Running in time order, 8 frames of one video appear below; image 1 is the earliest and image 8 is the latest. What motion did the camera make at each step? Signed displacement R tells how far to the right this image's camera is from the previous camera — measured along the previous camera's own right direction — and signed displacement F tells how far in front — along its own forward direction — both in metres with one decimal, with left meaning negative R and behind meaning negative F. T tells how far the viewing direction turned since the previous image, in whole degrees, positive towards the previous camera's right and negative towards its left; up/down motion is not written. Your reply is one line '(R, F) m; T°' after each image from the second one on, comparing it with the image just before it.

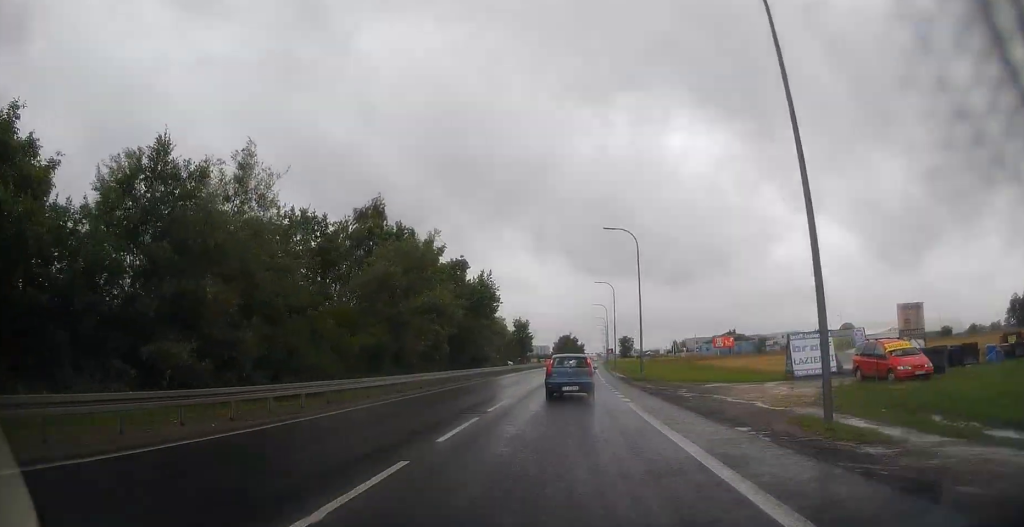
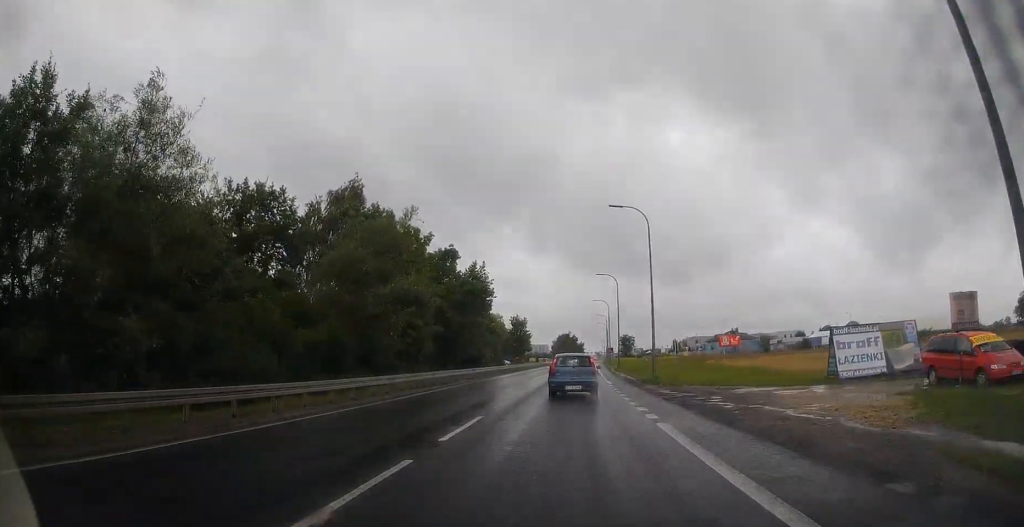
(0.0, +6.0) m; 0°
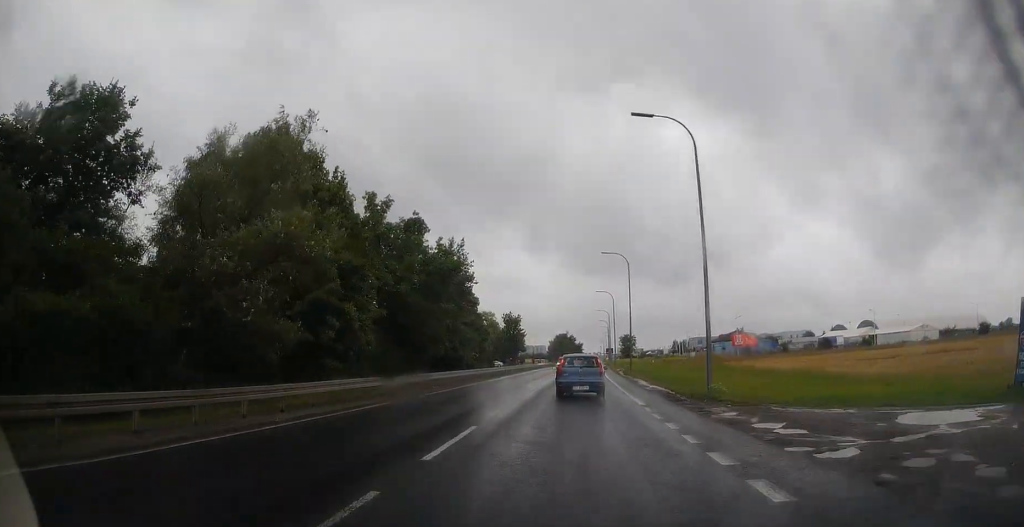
(0.0, +13.9) m; 0°
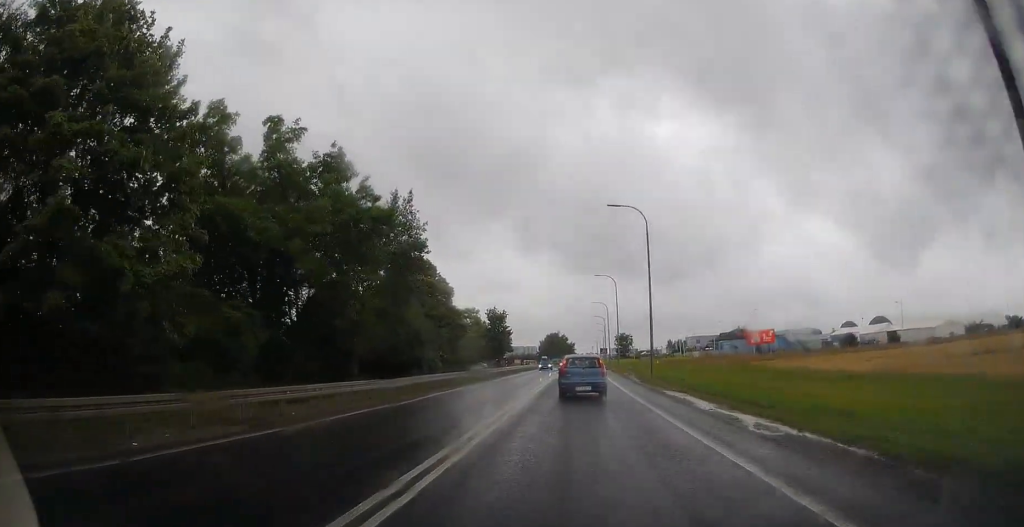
(0.0, +16.3) m; -1°
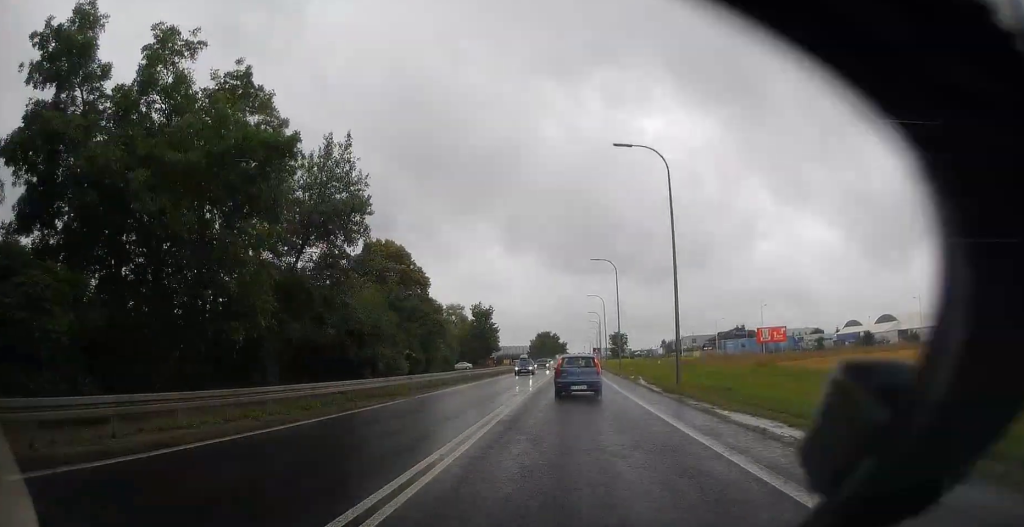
(-0.2, +10.3) m; +1°
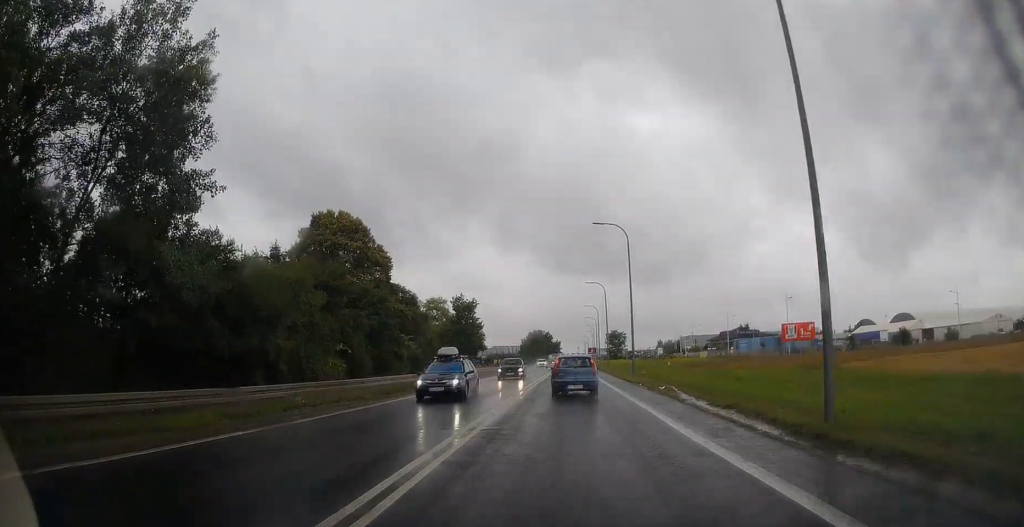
(+0.4, +14.7) m; +2°
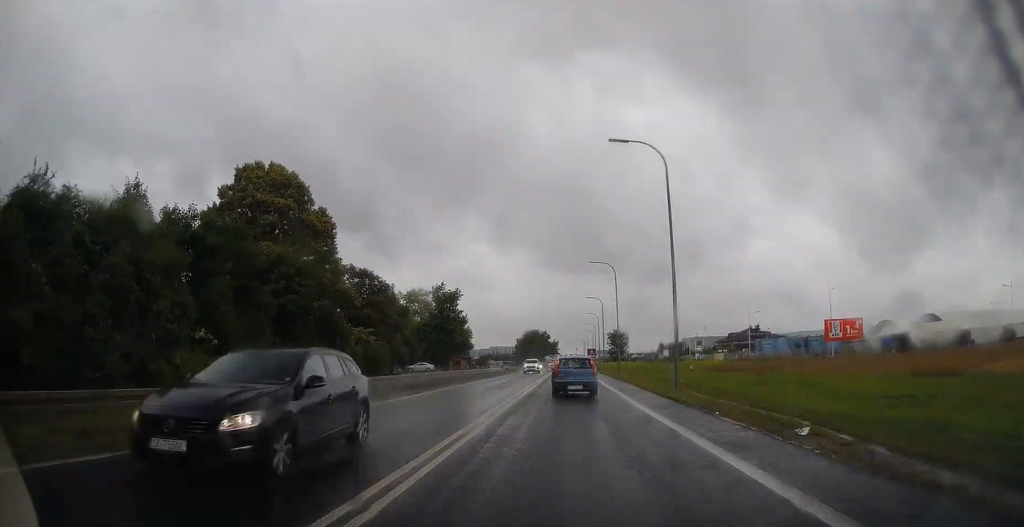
(0.0, +15.8) m; +1°
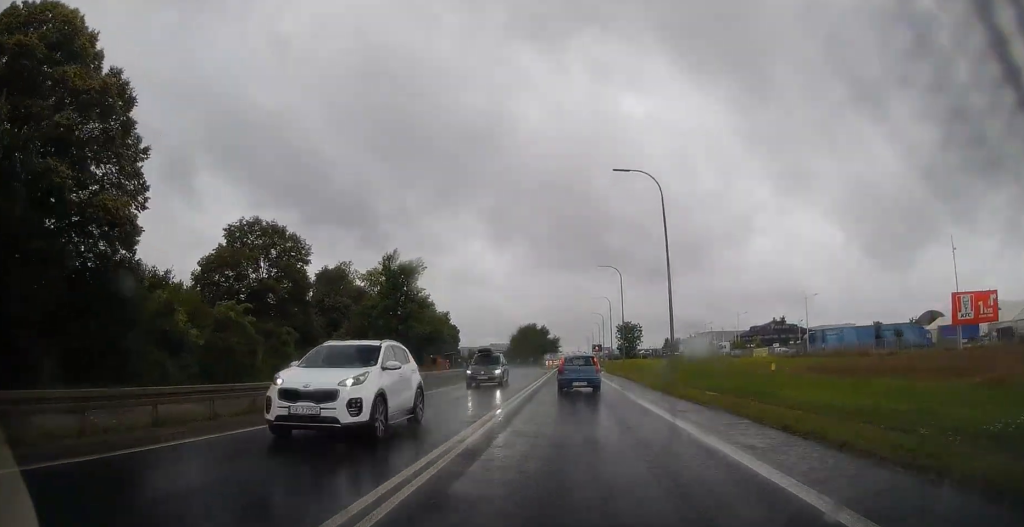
(0.0, +26.2) m; 0°
